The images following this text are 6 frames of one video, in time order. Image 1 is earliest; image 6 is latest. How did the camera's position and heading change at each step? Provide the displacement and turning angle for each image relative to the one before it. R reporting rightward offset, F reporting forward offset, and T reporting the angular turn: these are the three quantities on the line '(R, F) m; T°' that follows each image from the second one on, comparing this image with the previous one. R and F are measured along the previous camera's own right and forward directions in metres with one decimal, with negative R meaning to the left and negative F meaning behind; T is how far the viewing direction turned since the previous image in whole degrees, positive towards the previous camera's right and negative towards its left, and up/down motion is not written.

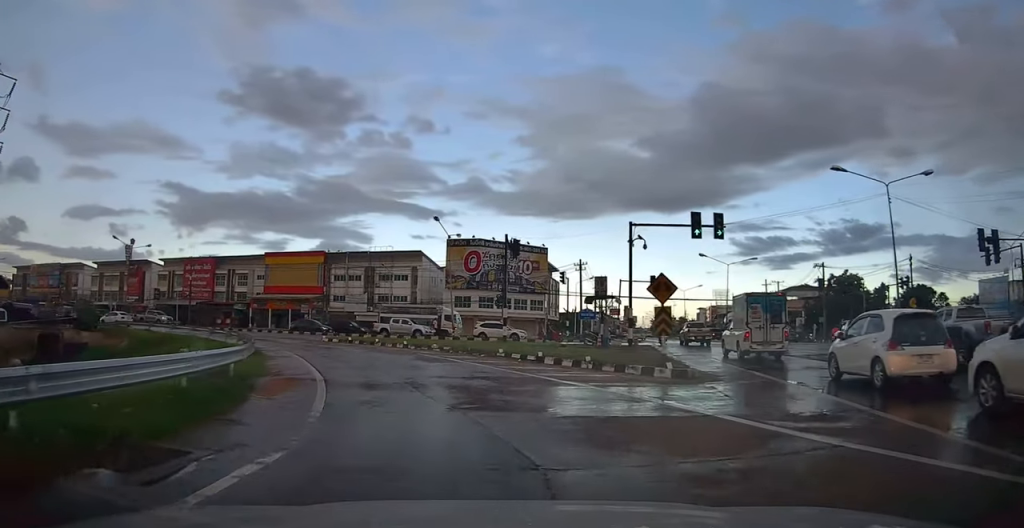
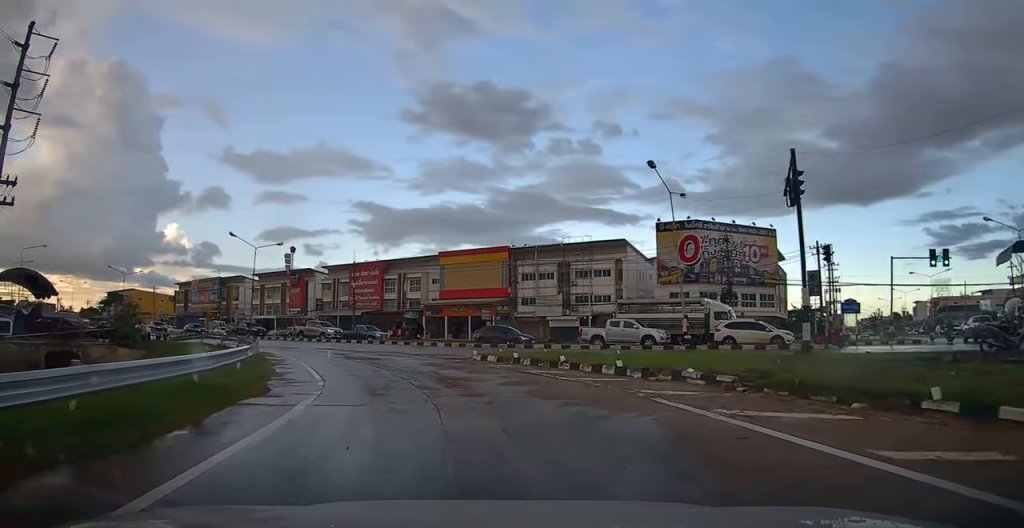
(-3.3, +15.2) m; -24°
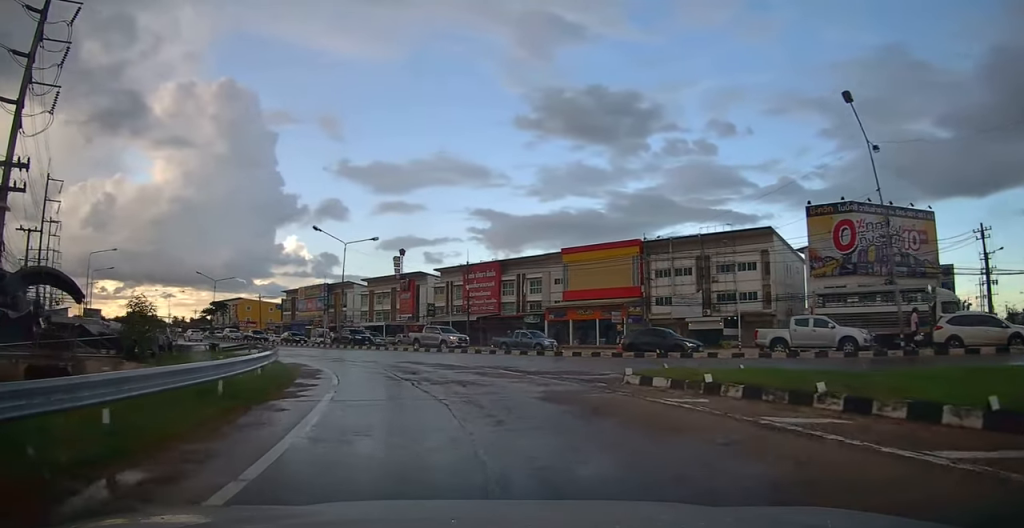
(-0.8, +8.6) m; -9°
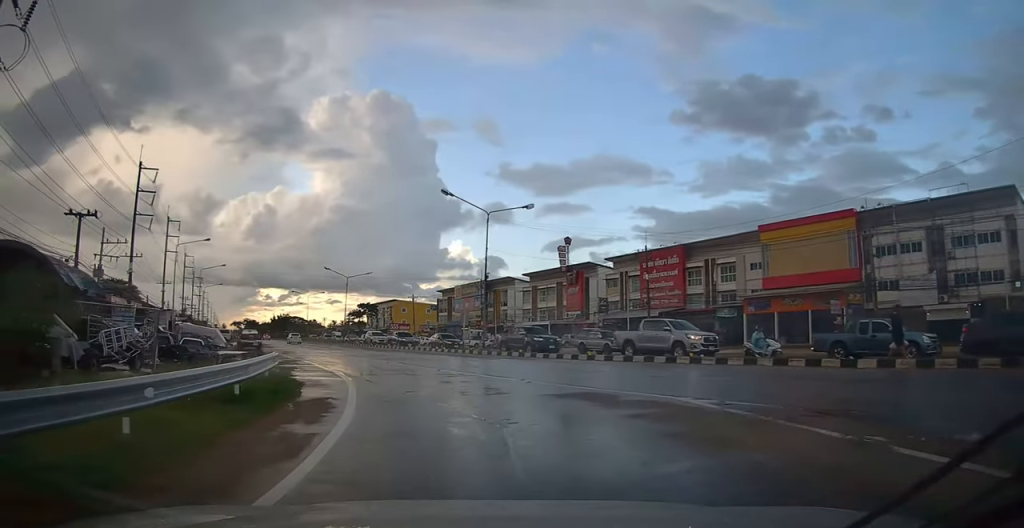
(-1.7, +13.1) m; -17°
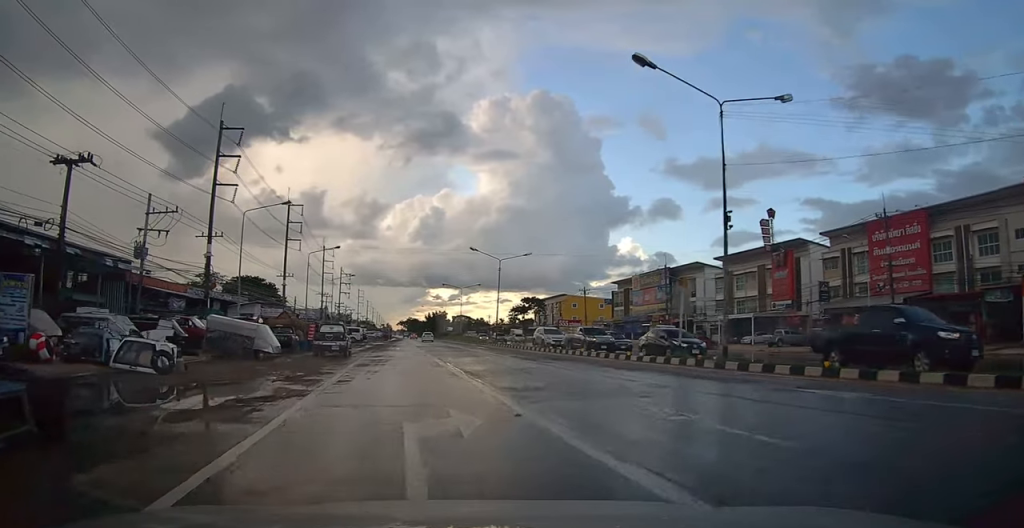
(-2.5, +16.6) m; -15°
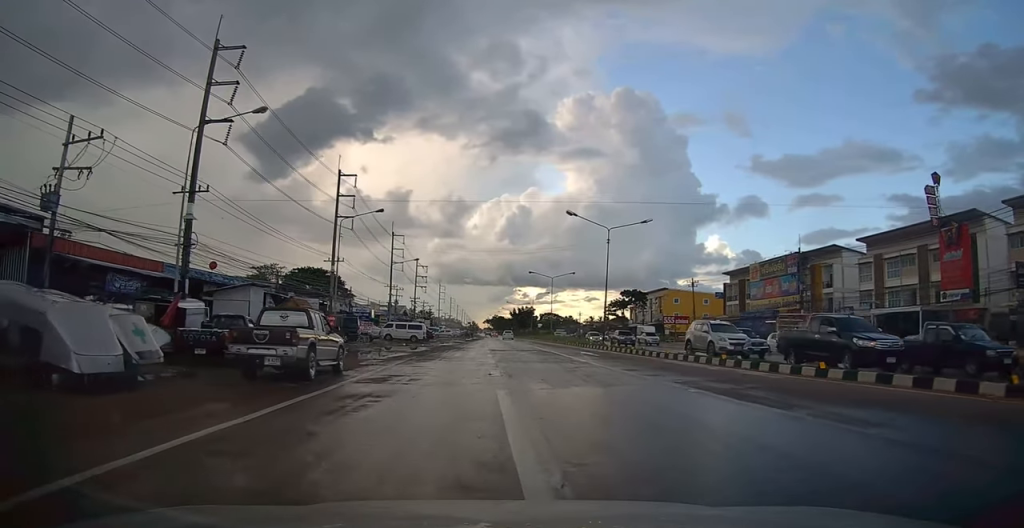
(-1.3, +16.2) m; -8°
